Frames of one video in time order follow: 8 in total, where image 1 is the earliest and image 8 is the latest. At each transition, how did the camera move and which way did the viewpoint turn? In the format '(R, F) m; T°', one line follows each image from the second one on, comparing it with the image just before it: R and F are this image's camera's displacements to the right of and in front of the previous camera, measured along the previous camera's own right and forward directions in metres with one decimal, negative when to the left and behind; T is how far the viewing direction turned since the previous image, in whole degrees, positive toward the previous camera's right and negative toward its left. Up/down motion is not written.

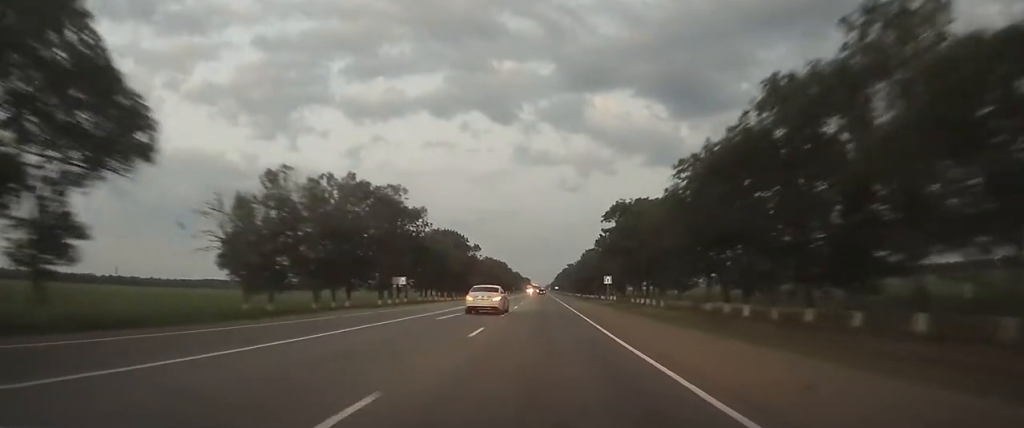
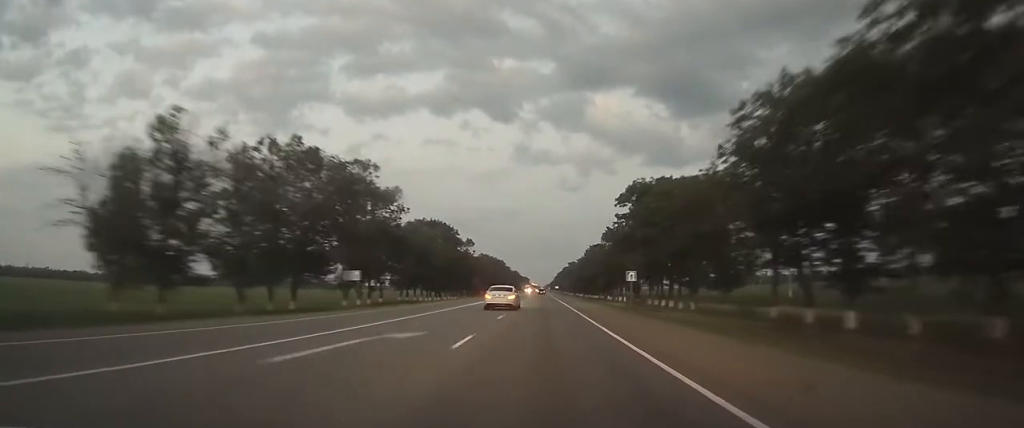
(0.0, +15.3) m; 0°
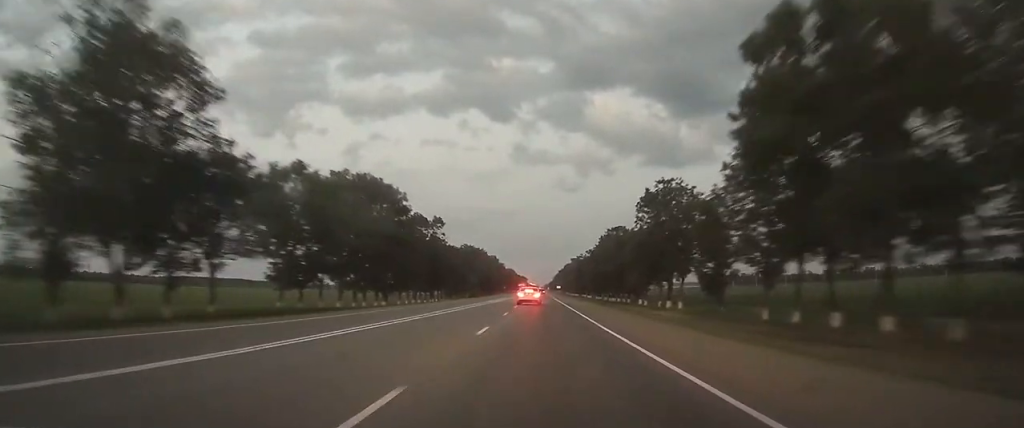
(0.0, +44.1) m; 0°
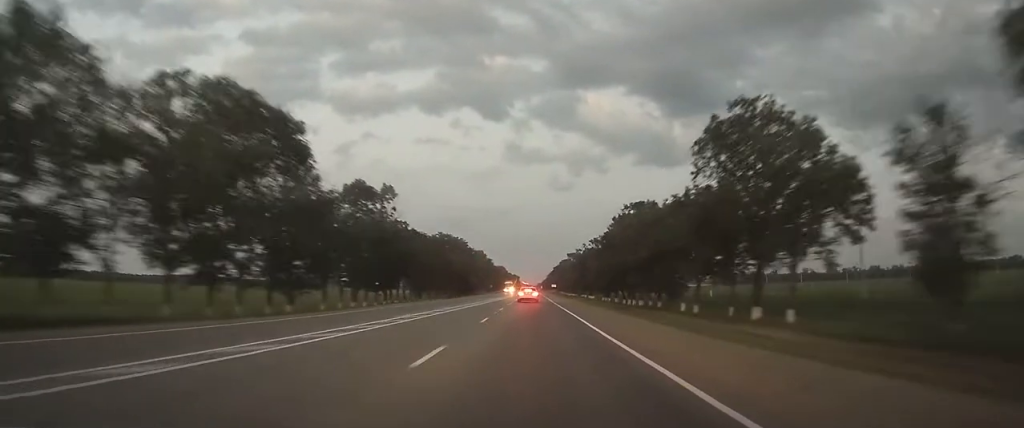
(+0.1, +30.8) m; +1°
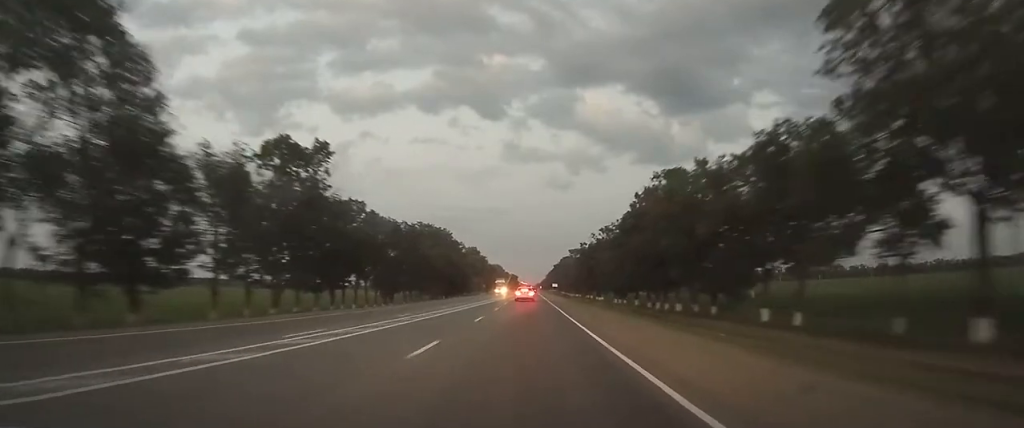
(+0.1, +22.5) m; 0°
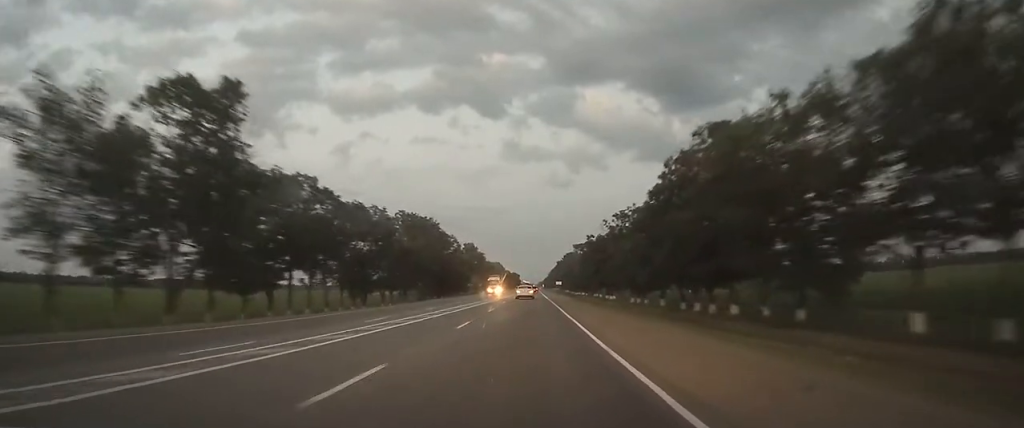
(0.0, +16.3) m; 0°
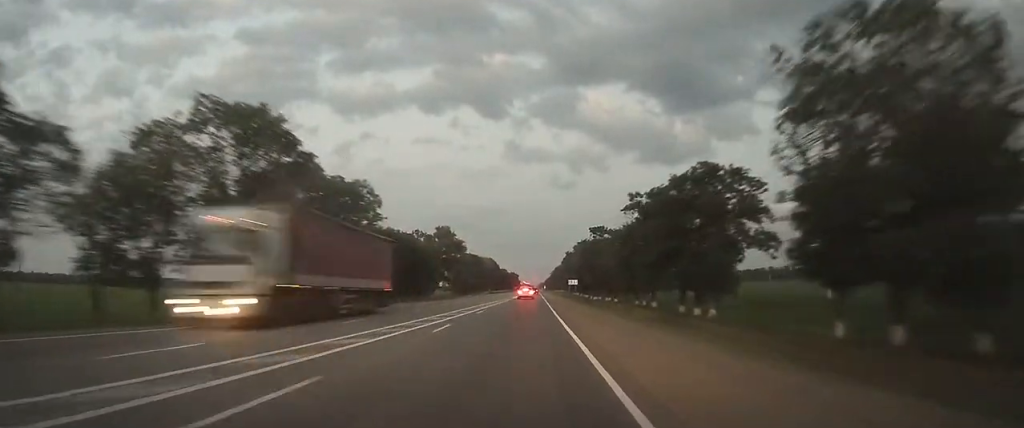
(-0.3, +61.6) m; 0°
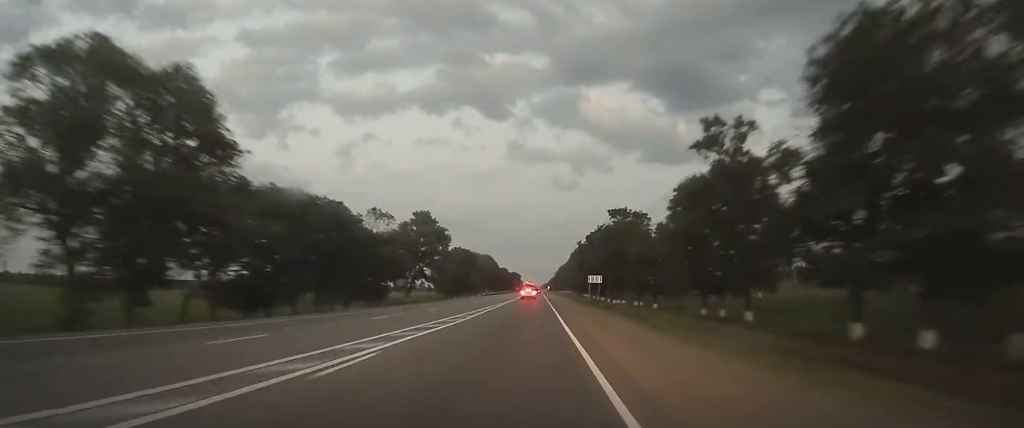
(+0.1, +32.9) m; 0°
